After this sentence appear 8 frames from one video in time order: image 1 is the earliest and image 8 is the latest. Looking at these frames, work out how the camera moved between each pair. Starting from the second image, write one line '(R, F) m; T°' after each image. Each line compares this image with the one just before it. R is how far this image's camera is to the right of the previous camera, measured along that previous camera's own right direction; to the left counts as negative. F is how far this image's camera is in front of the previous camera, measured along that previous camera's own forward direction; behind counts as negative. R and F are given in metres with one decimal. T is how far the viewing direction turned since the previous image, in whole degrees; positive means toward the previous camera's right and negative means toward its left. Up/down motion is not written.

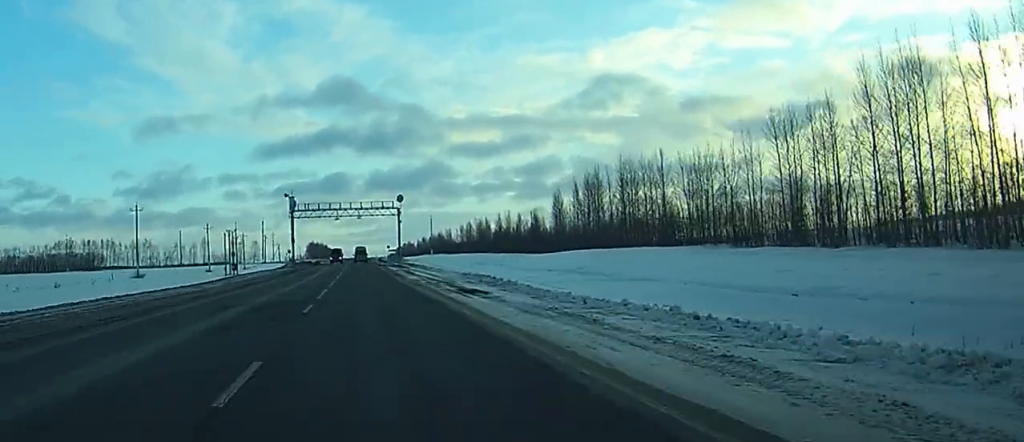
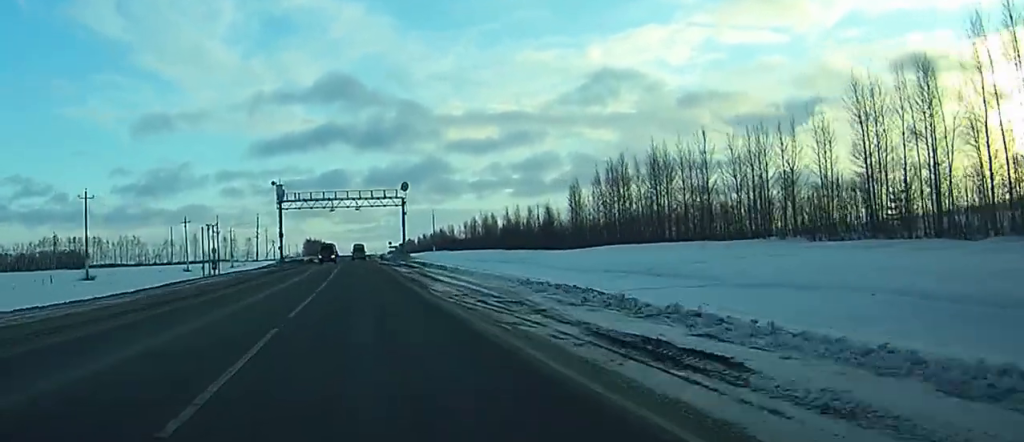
(0.0, +19.4) m; 0°
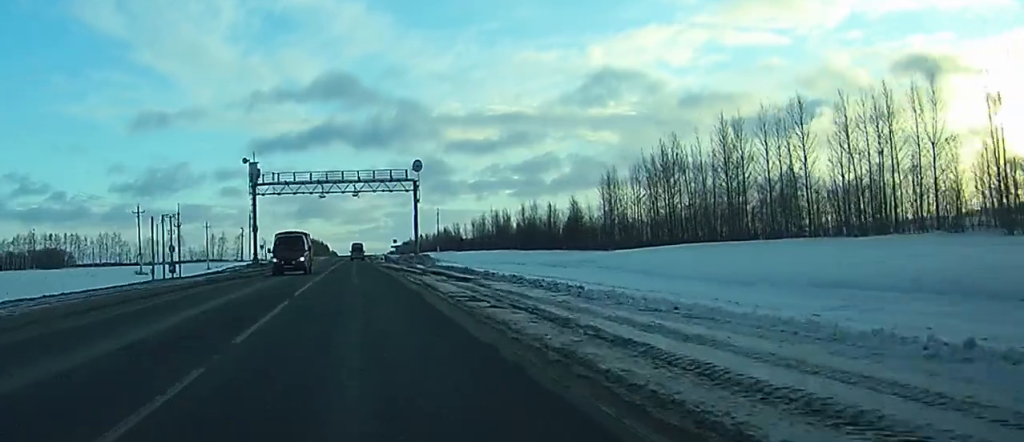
(+0.1, +29.7) m; 0°
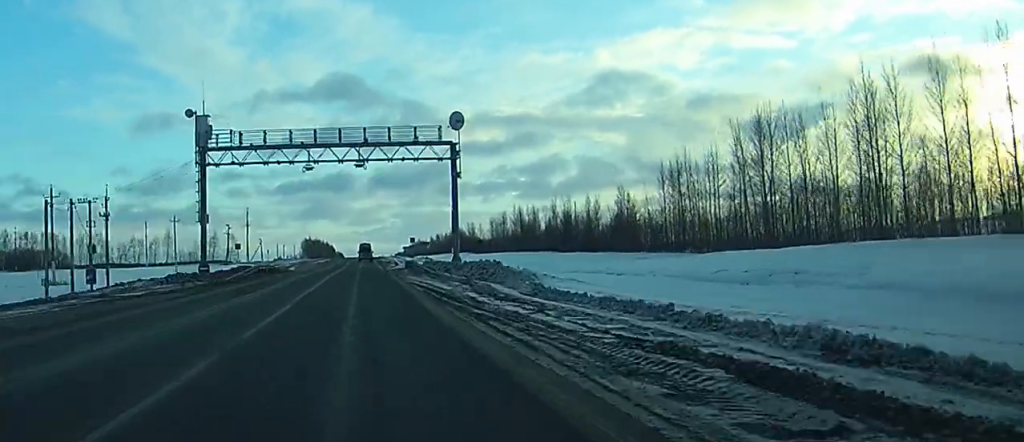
(0.0, +34.4) m; 0°
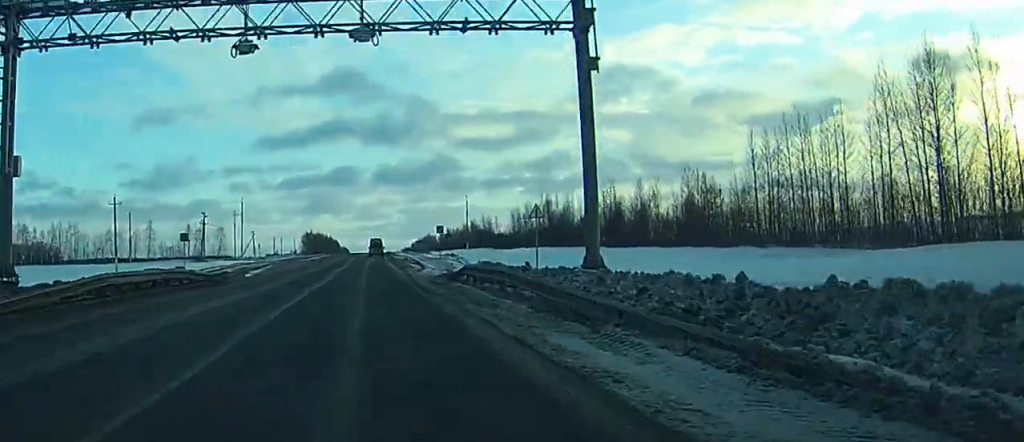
(0.0, +35.2) m; 0°
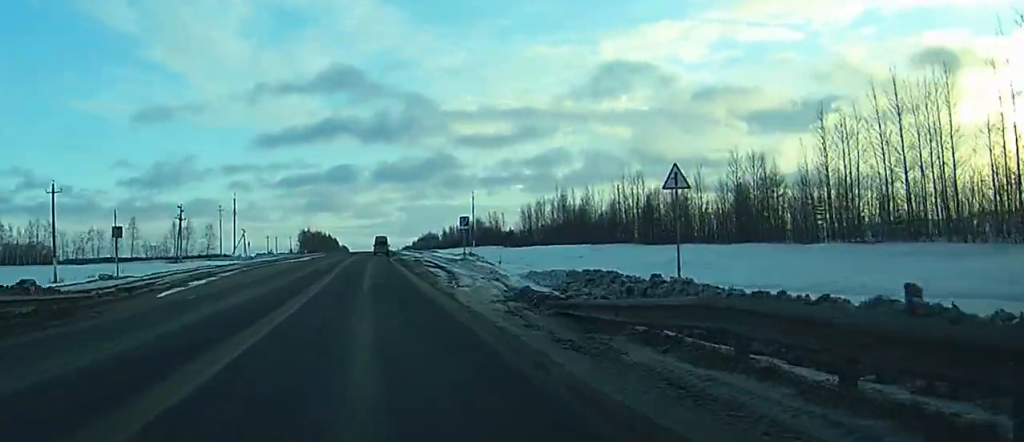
(0.0, +20.3) m; 0°
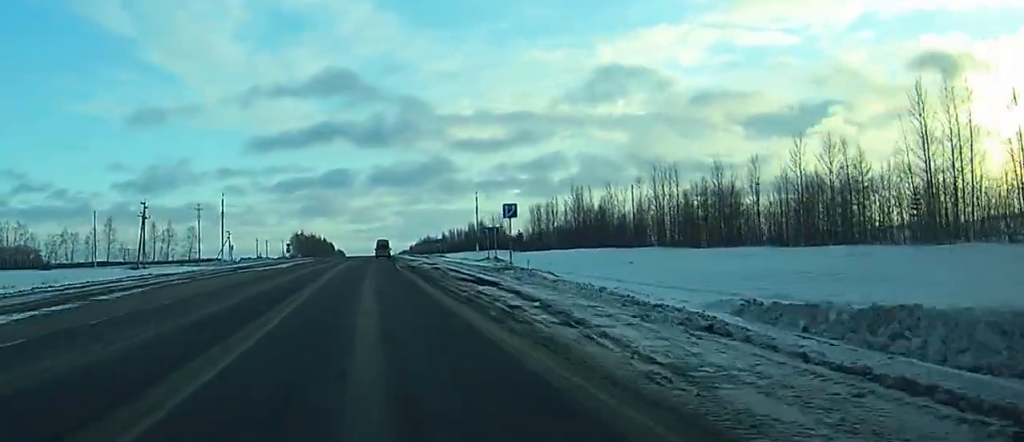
(0.0, +21.1) m; 0°
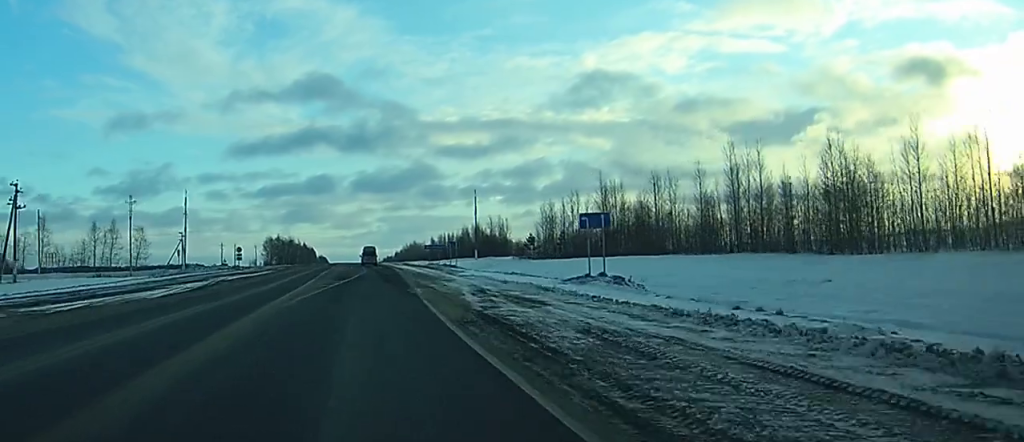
(+0.1, +39.2) m; 0°
